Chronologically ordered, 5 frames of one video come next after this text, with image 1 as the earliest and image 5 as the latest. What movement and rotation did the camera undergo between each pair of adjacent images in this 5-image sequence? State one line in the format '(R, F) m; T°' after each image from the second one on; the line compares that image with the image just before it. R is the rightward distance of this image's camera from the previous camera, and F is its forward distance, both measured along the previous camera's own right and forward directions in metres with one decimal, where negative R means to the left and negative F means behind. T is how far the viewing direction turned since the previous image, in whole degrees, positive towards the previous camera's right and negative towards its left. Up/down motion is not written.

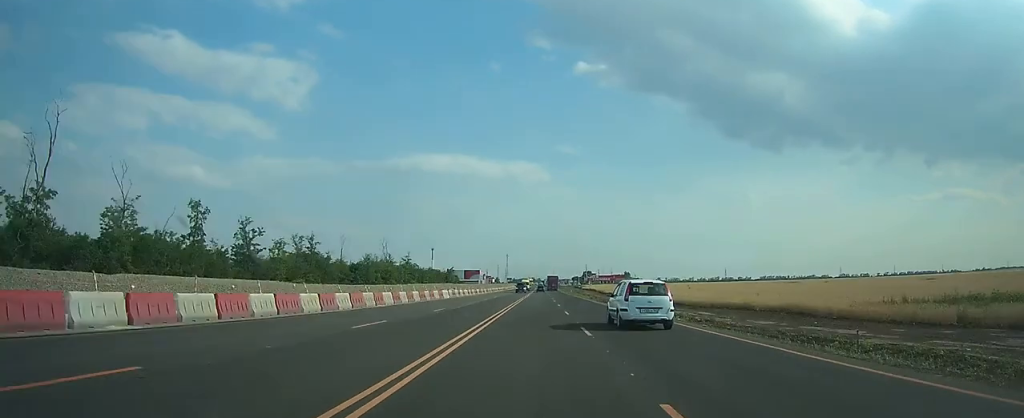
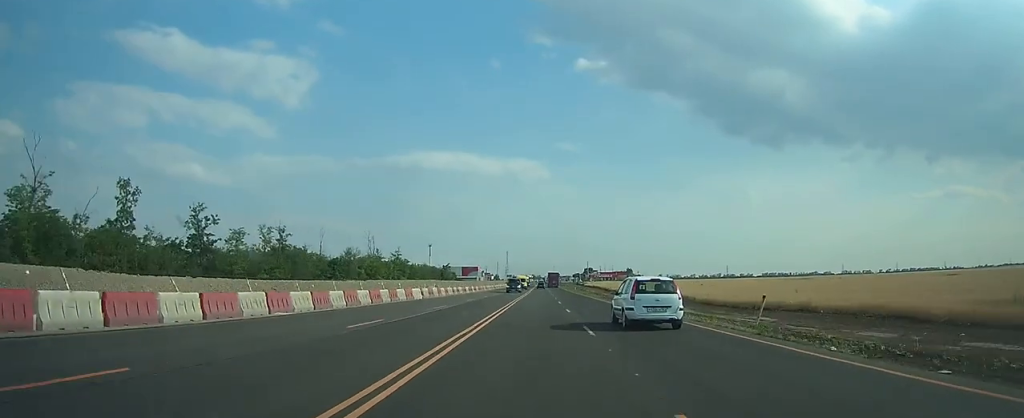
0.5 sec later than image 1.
(0.0, +13.0) m; 0°
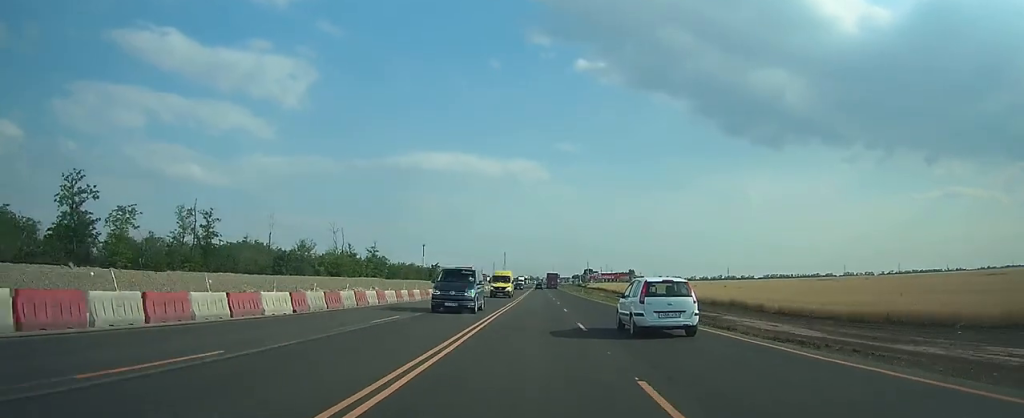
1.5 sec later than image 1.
(-0.1, +22.4) m; 0°
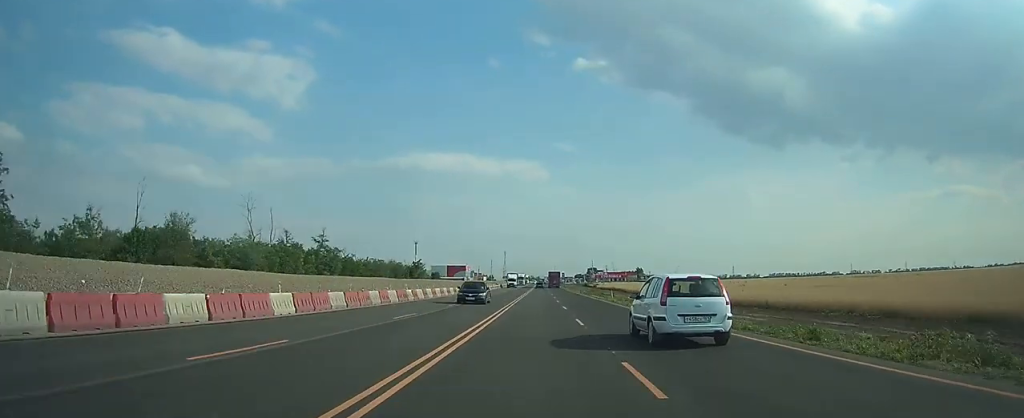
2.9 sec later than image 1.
(0.0, +34.6) m; 0°
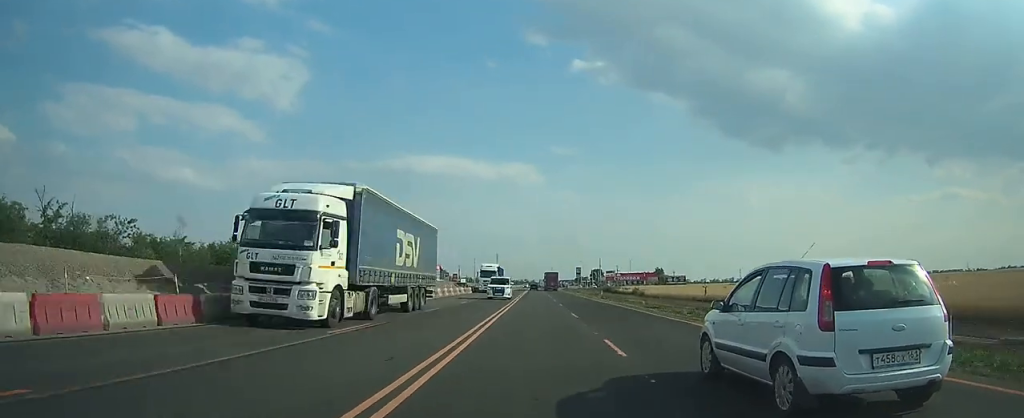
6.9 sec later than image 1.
(+0.1, +92.7) m; 0°
